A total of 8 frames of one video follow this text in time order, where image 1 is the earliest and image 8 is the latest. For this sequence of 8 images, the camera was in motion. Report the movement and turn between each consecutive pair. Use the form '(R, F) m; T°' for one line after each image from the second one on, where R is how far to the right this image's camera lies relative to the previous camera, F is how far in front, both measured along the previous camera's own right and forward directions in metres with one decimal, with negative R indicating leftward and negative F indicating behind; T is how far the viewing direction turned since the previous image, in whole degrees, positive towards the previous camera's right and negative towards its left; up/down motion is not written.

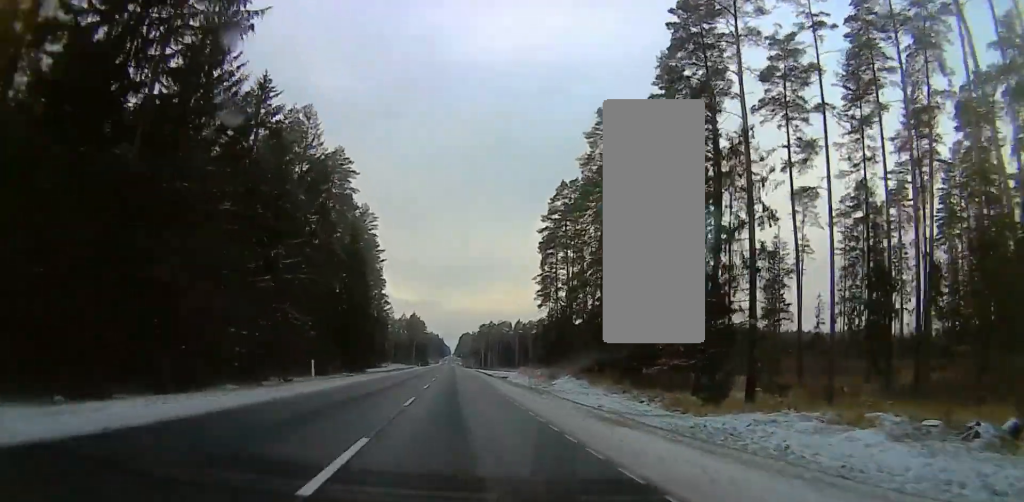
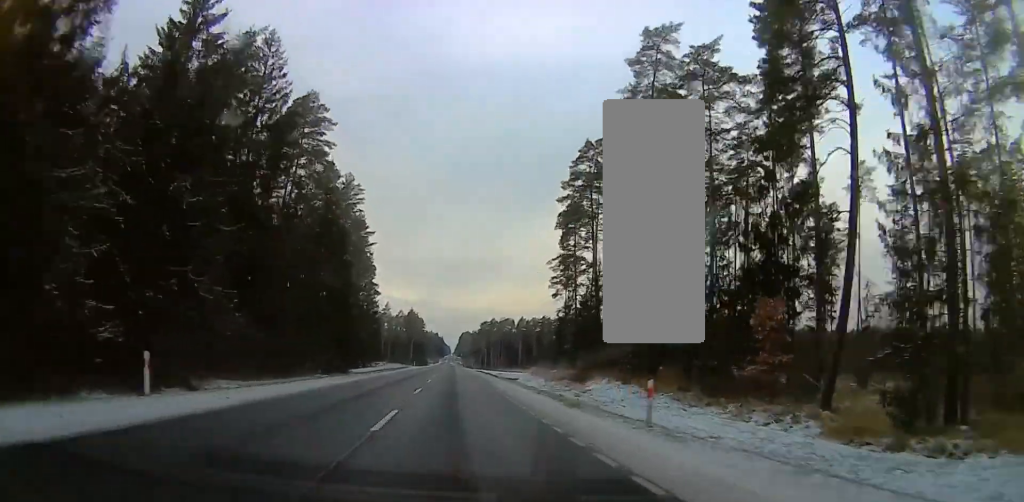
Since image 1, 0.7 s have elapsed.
(0.0, +18.4) m; 0°
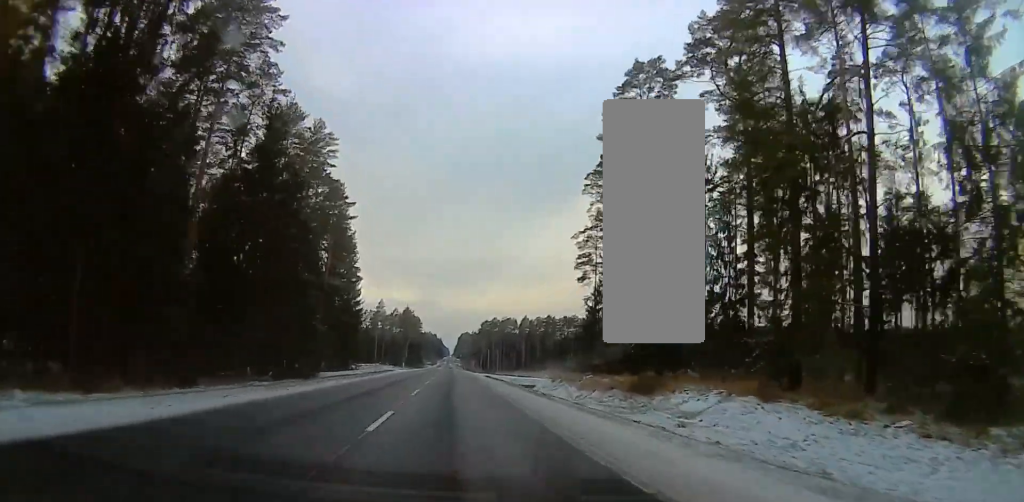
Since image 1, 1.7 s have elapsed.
(0.0, +24.6) m; 0°
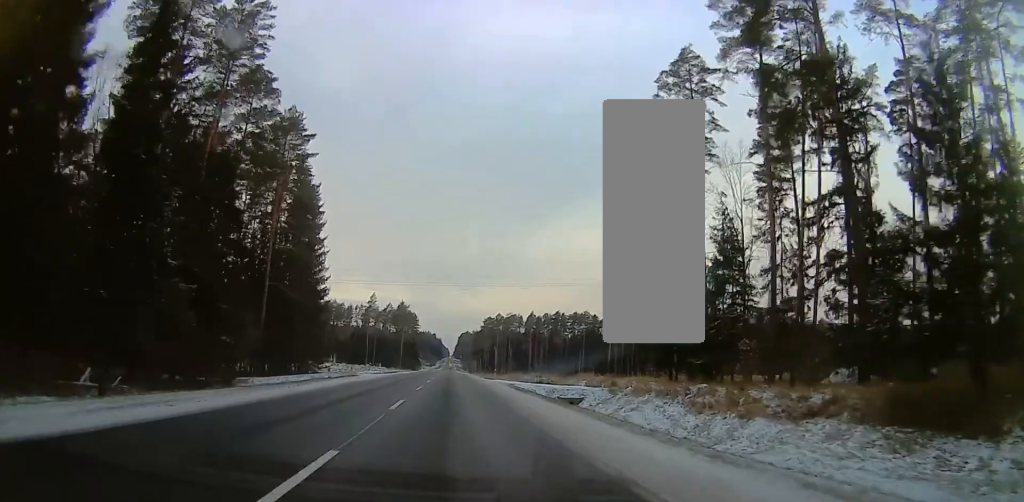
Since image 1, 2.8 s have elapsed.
(0.0, +29.9) m; 0°
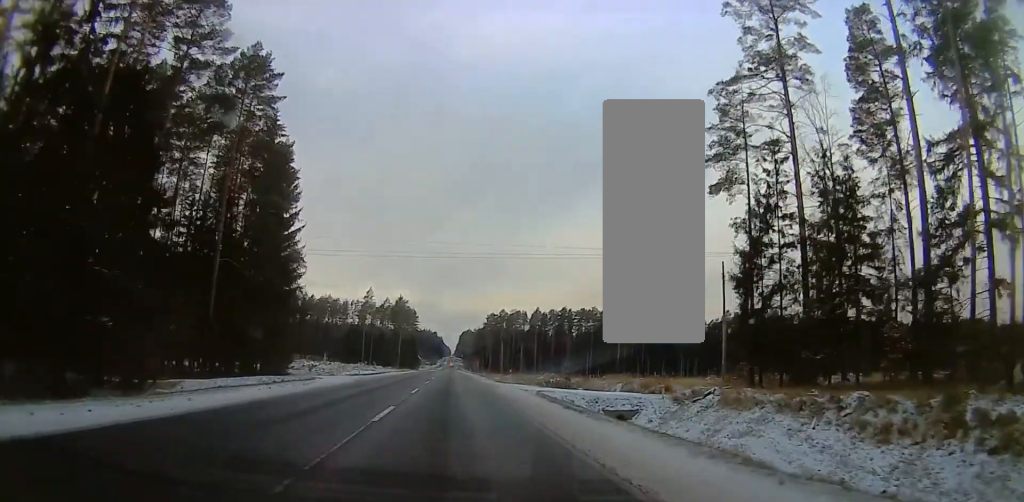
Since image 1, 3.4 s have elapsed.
(0.0, +15.5) m; 0°
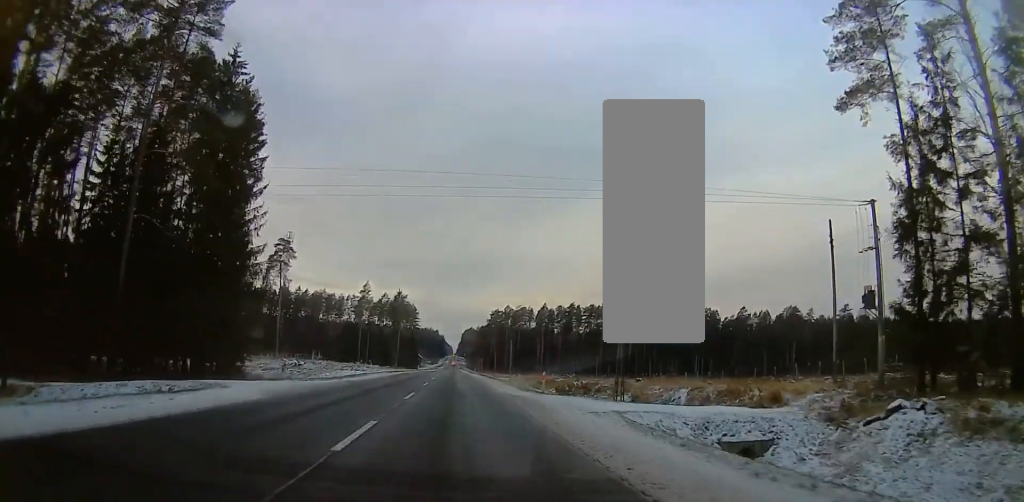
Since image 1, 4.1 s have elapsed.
(0.0, +16.5) m; 0°
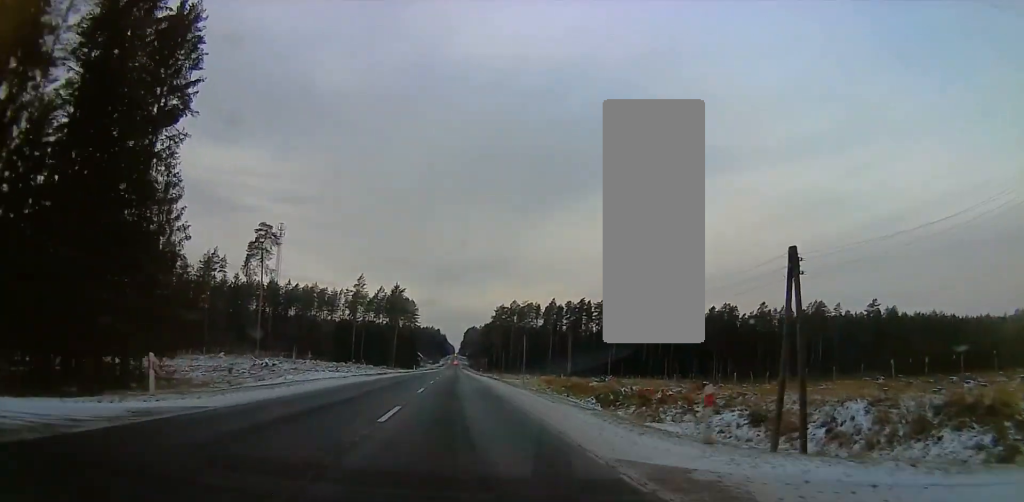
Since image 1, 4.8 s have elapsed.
(0.0, +19.6) m; 0°
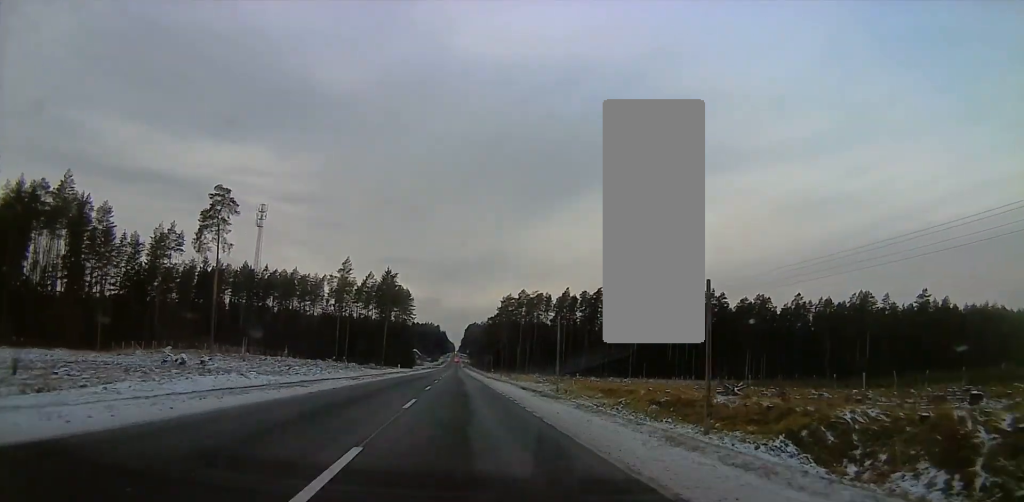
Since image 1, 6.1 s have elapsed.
(0.0, +32.6) m; 0°
